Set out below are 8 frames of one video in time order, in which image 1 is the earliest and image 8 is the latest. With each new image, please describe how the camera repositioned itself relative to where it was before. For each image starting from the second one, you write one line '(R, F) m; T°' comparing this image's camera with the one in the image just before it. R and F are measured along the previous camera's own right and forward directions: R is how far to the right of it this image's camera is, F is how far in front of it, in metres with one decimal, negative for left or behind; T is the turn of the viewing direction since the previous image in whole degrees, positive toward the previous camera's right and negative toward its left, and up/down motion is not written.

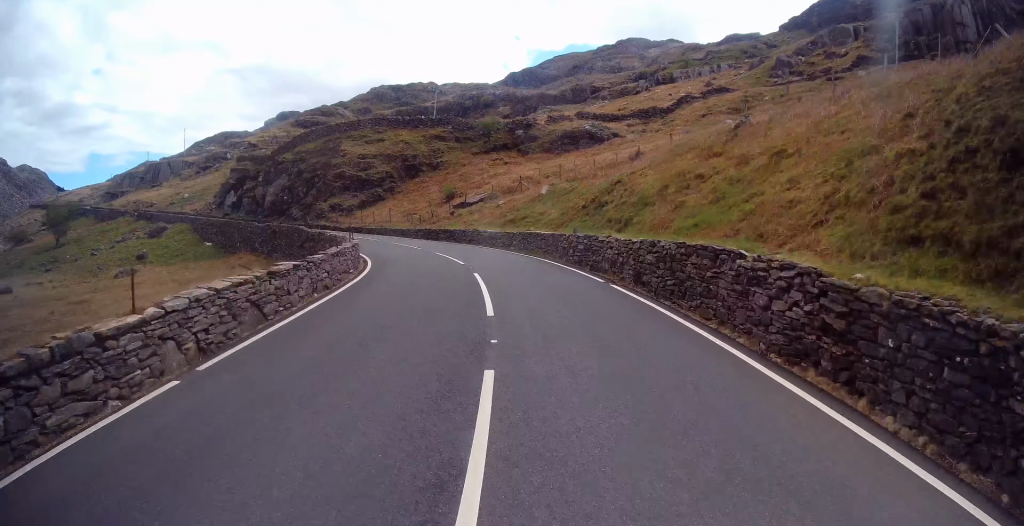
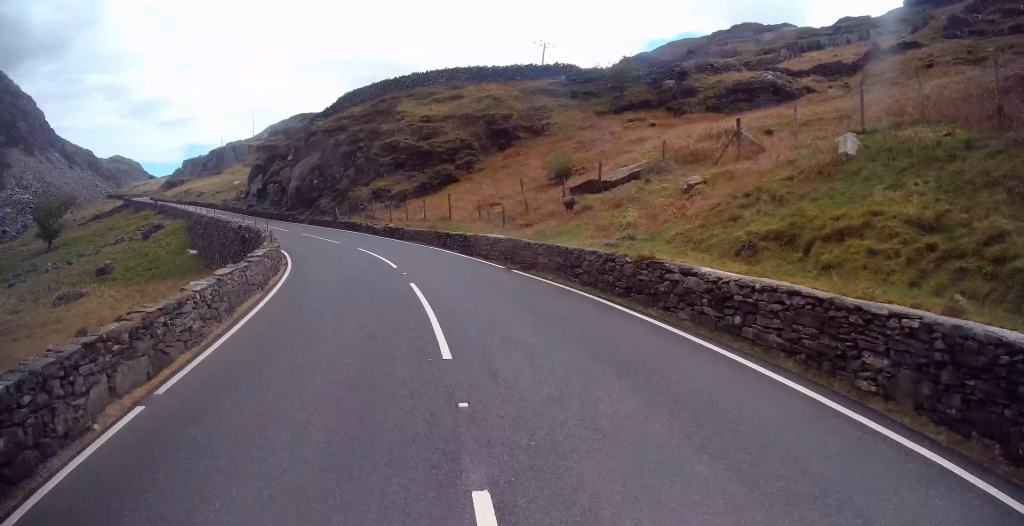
(0.0, +22.5) m; -5°
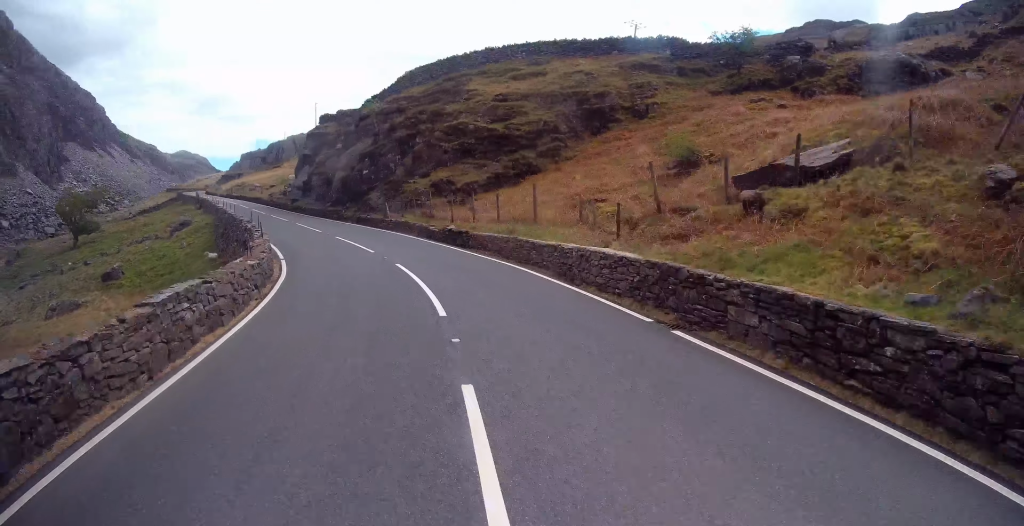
(+0.3, +7.7) m; -7°
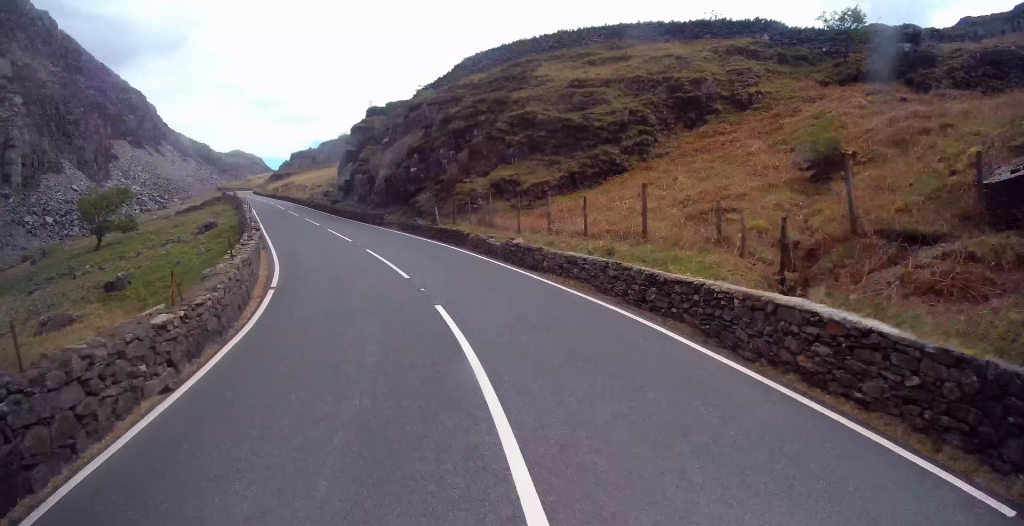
(-0.9, +5.5) m; -9°
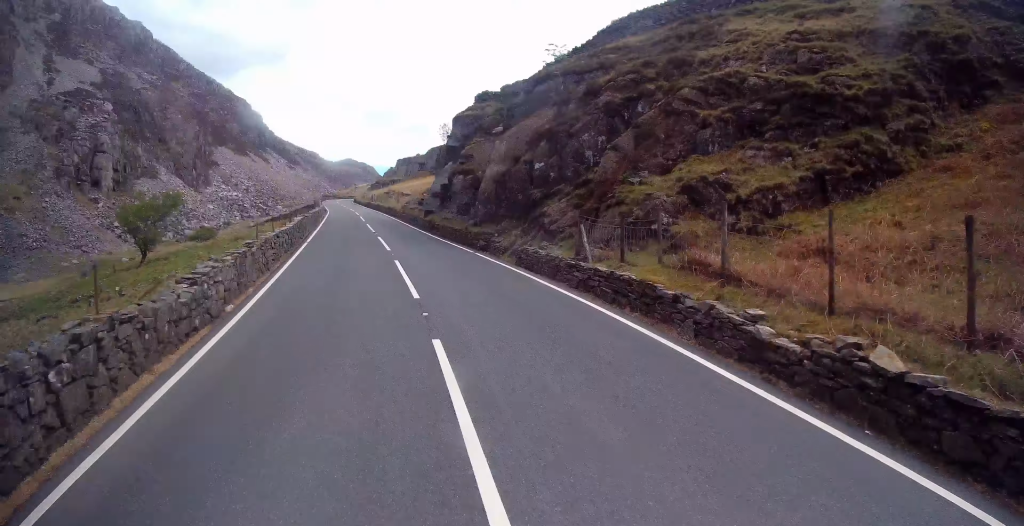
(-1.7, +10.8) m; -15°
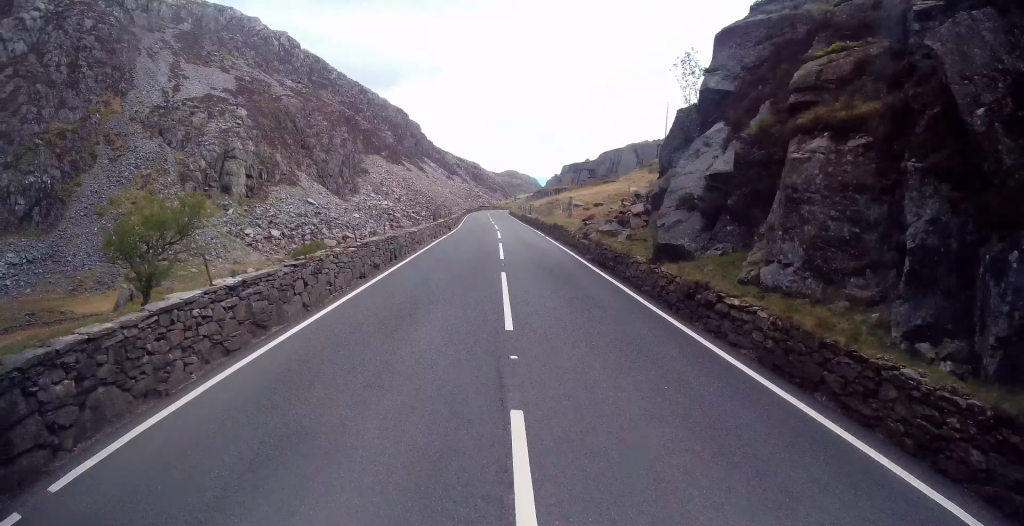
(-2.3, +19.8) m; -7°
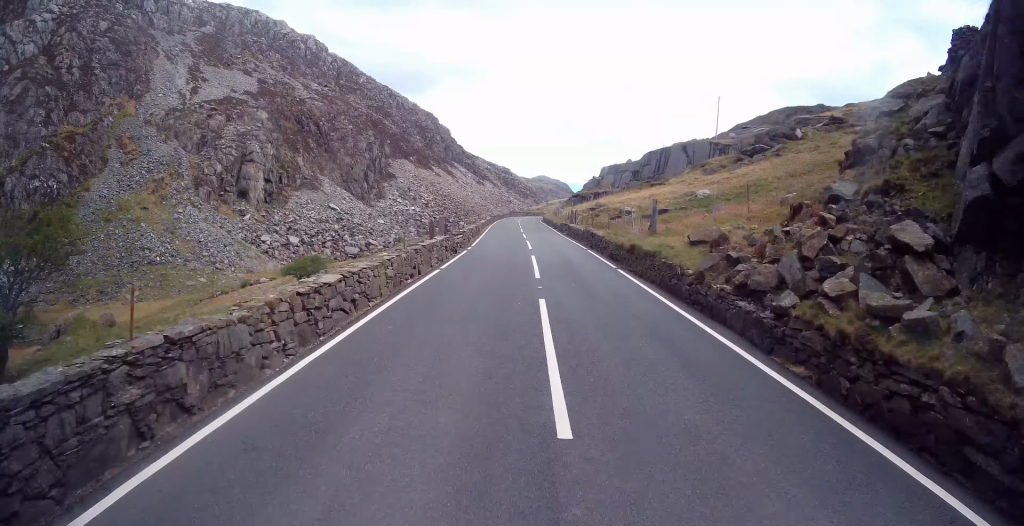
(0.0, +11.8) m; -5°
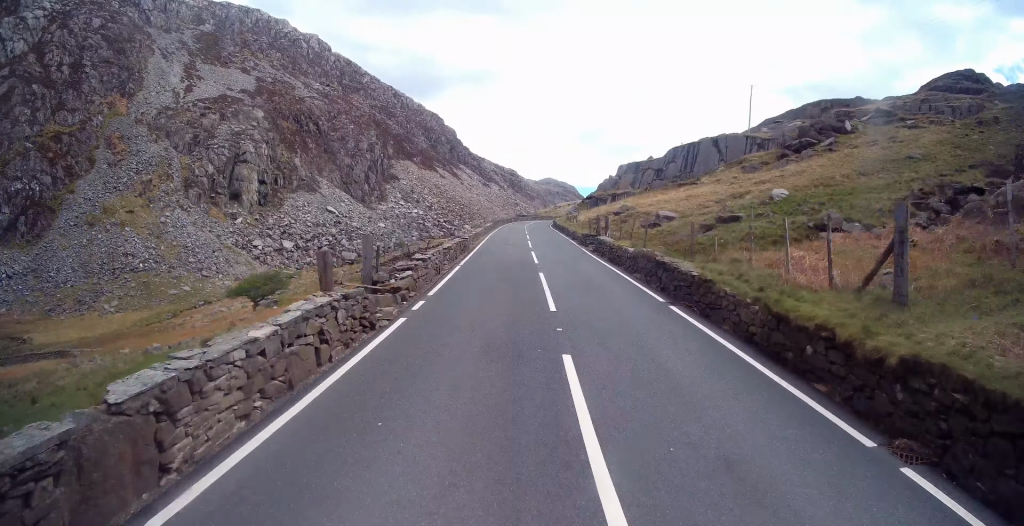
(-0.9, +11.5) m; -5°
